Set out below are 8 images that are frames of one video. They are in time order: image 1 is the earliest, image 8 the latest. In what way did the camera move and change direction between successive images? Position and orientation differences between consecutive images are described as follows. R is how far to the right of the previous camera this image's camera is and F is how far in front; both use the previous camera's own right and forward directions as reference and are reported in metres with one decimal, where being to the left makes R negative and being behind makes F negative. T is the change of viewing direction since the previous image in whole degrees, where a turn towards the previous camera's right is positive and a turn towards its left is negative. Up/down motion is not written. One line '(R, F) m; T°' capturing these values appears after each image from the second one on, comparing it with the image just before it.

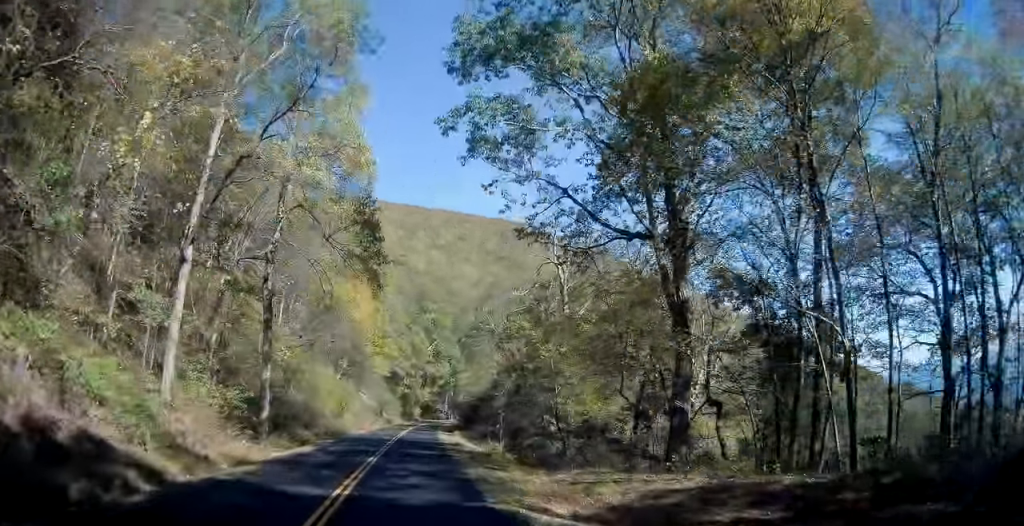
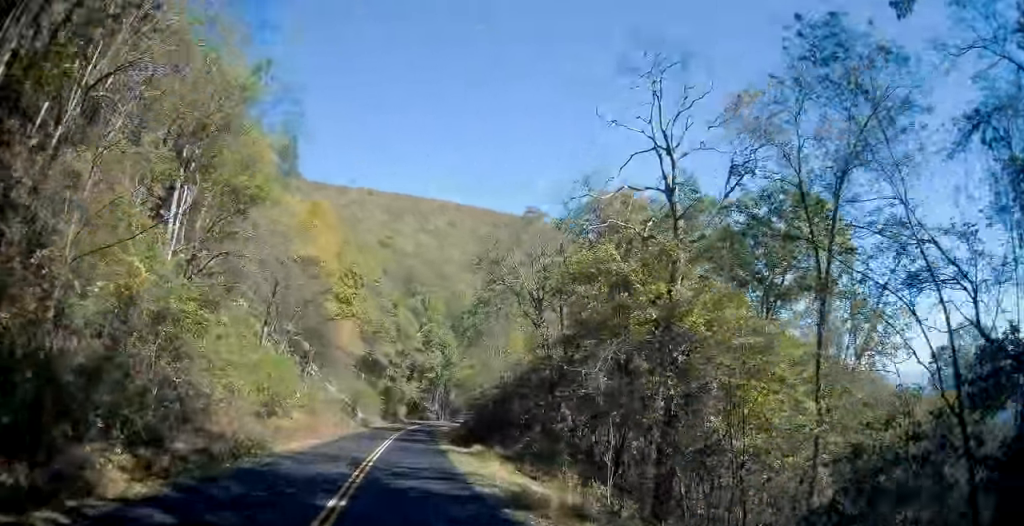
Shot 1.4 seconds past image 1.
(+0.6, +24.8) m; +1°
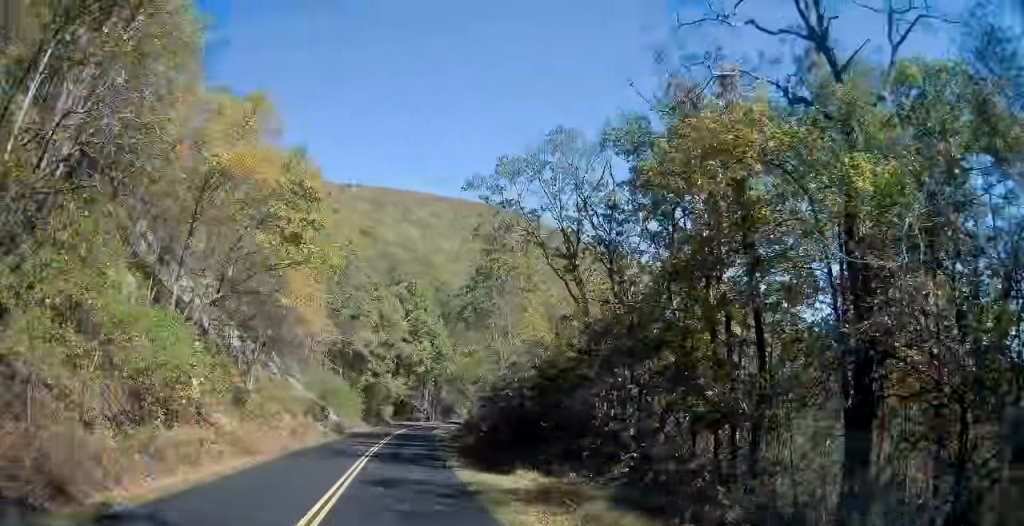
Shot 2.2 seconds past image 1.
(0.0, +15.0) m; +1°
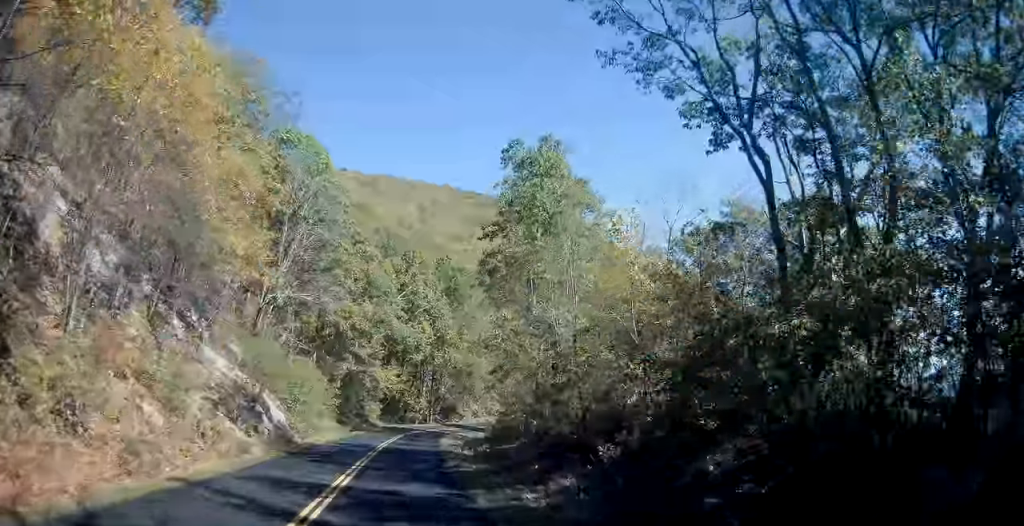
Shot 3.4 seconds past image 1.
(+0.6, +21.8) m; +2°
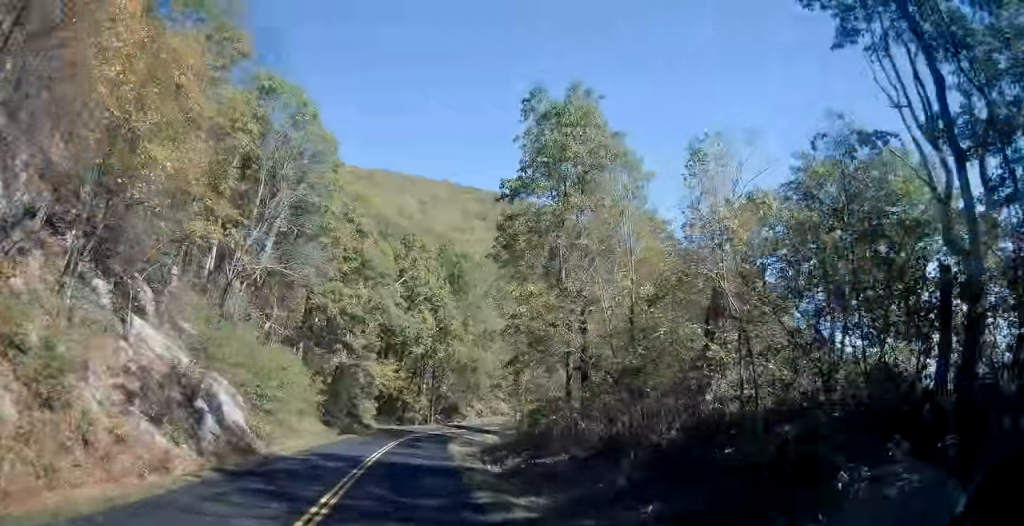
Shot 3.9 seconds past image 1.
(+0.1, +8.4) m; +1°
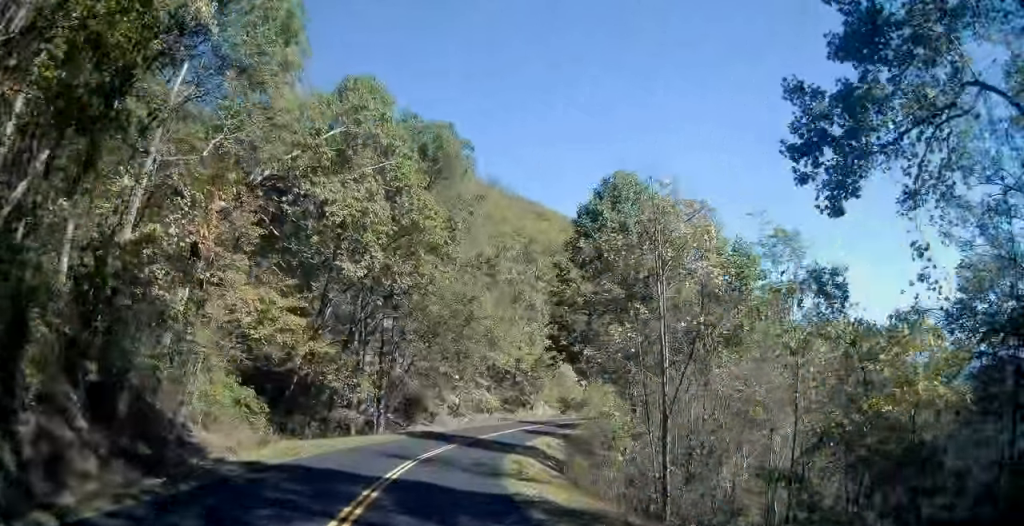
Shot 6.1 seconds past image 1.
(+1.5, +39.2) m; +7°
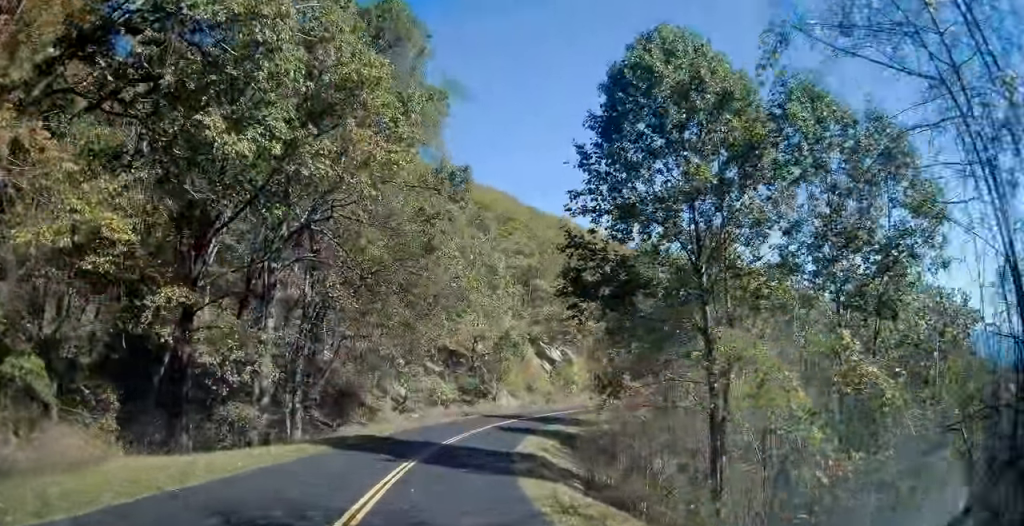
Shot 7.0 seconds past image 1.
(+0.4, +15.4) m; +5°
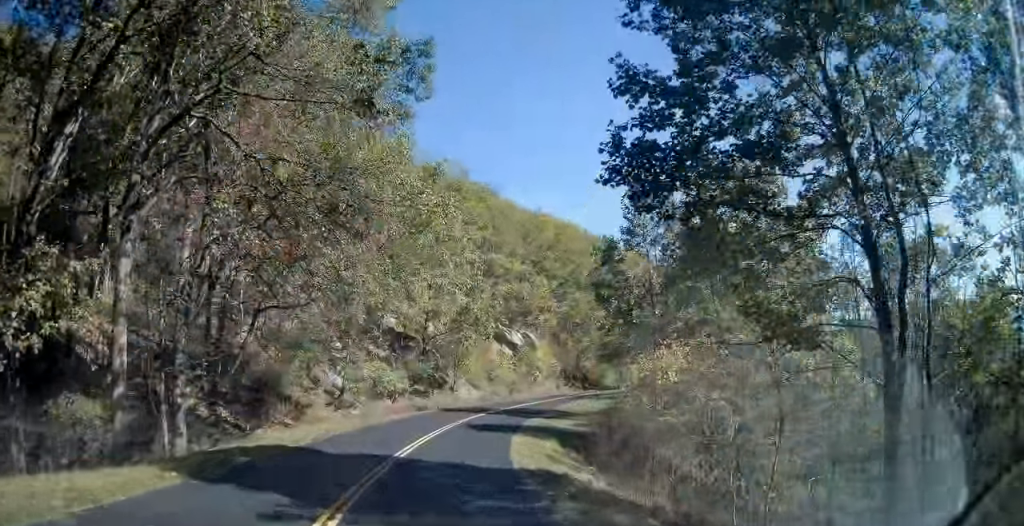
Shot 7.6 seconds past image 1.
(+0.7, +11.7) m; +3°
